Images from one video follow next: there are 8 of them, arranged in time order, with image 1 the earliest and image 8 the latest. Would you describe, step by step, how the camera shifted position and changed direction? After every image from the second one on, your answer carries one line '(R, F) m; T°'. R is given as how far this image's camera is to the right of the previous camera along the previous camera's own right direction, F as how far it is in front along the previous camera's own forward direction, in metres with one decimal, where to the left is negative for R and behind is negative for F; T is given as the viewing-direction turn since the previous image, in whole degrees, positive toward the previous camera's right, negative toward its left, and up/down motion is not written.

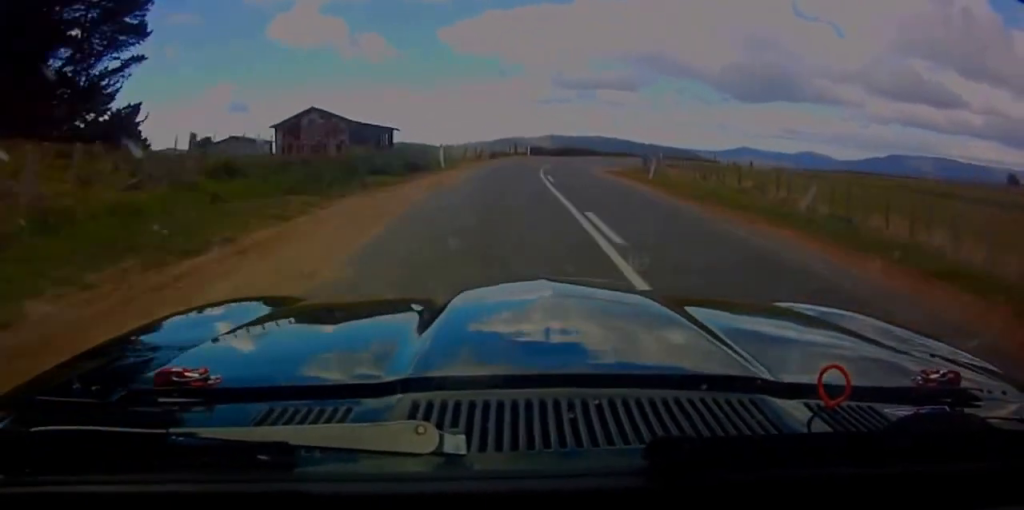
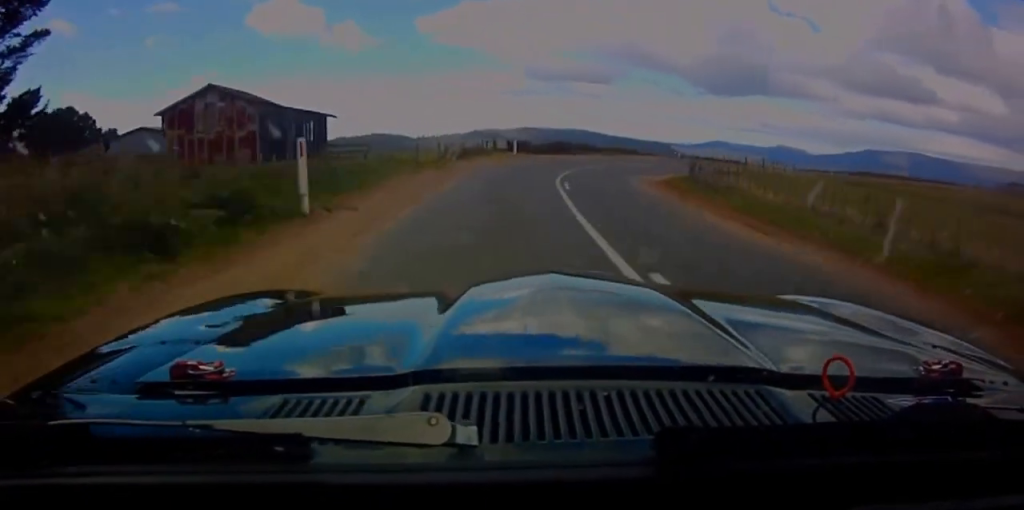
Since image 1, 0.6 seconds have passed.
(+0.6, +15.1) m; -5°
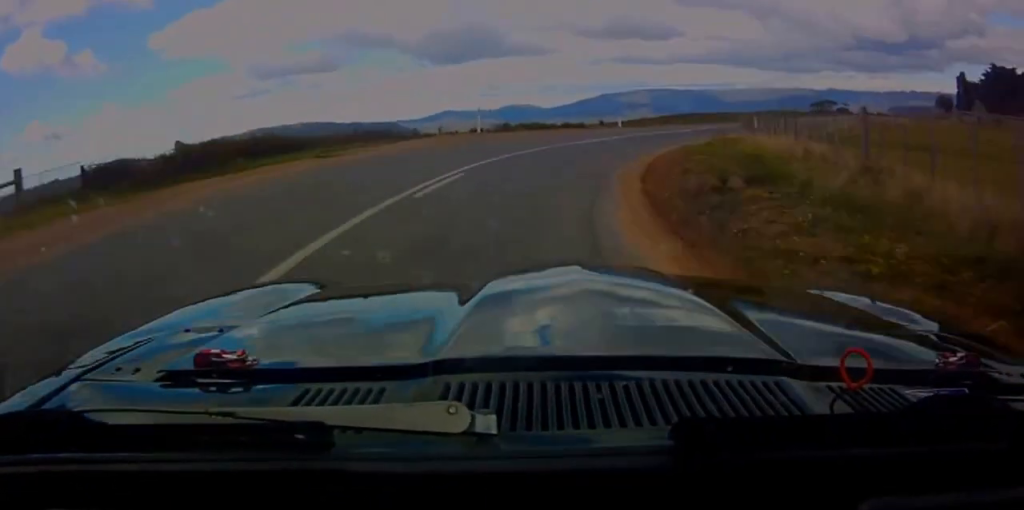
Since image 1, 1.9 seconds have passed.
(-3.0, +31.9) m; +2°
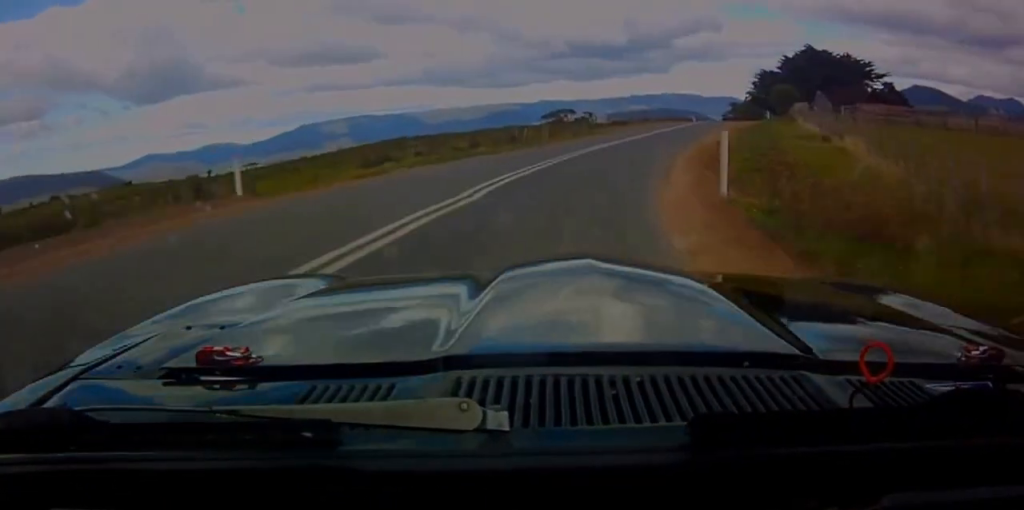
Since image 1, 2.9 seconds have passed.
(+3.1, +25.0) m; +17°
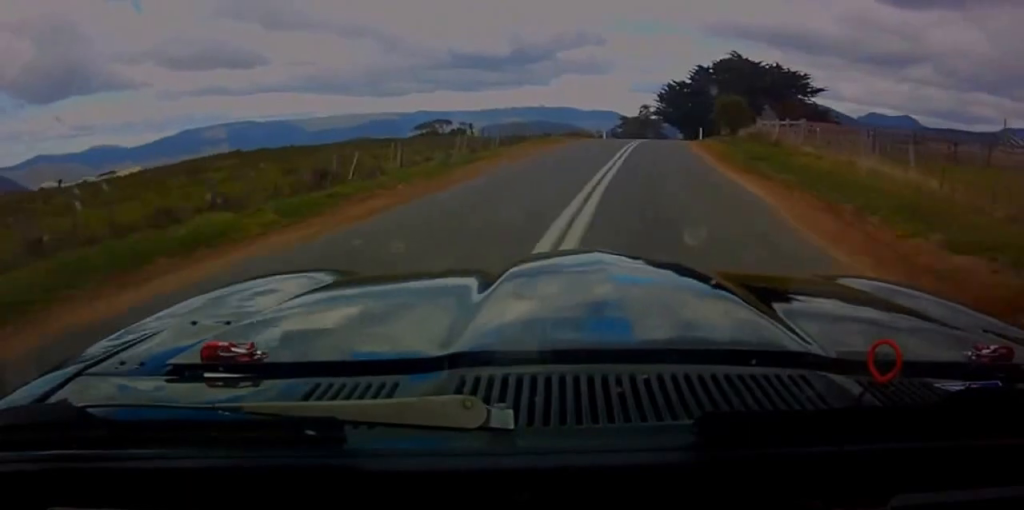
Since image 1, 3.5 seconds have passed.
(+1.5, +15.5) m; +12°
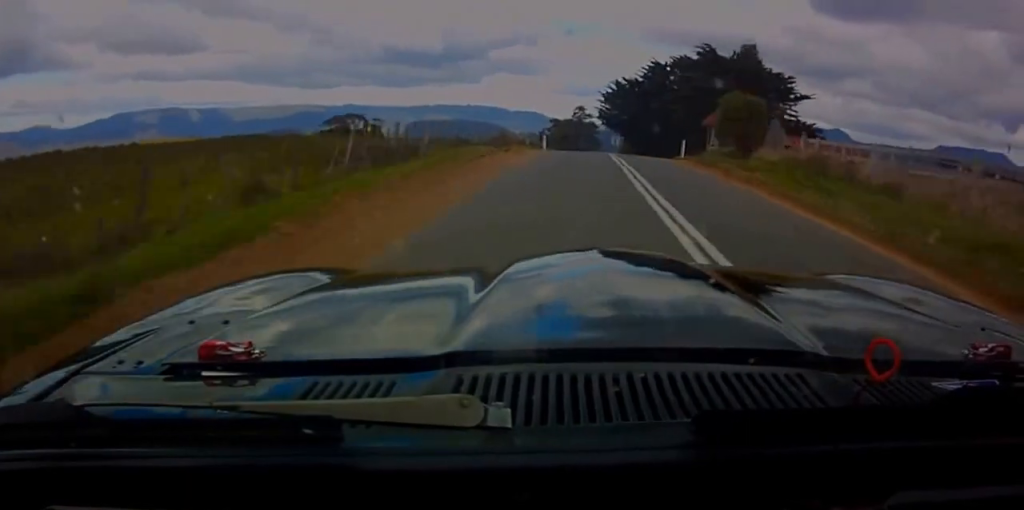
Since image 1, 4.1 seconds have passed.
(+2.2, +16.0) m; +11°
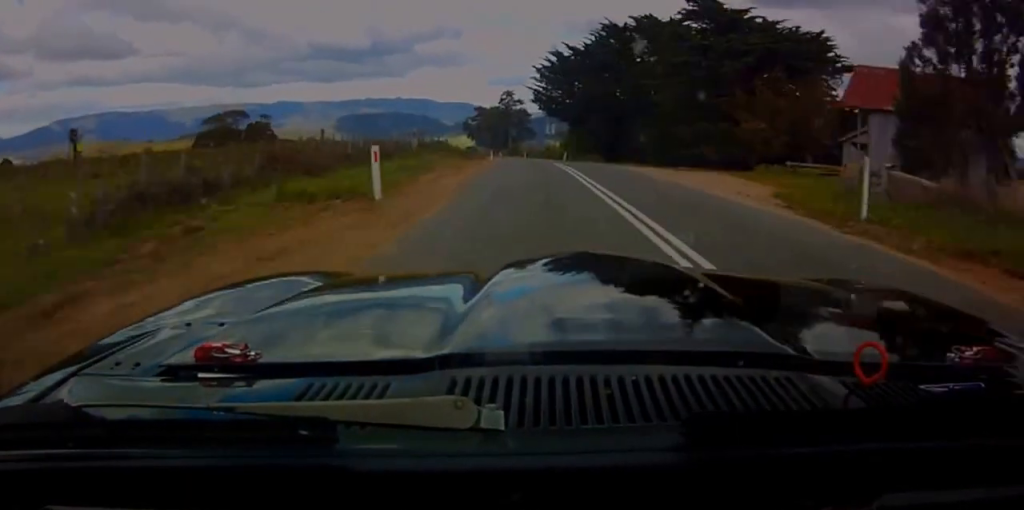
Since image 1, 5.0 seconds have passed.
(+4.2, +27.5) m; +12°
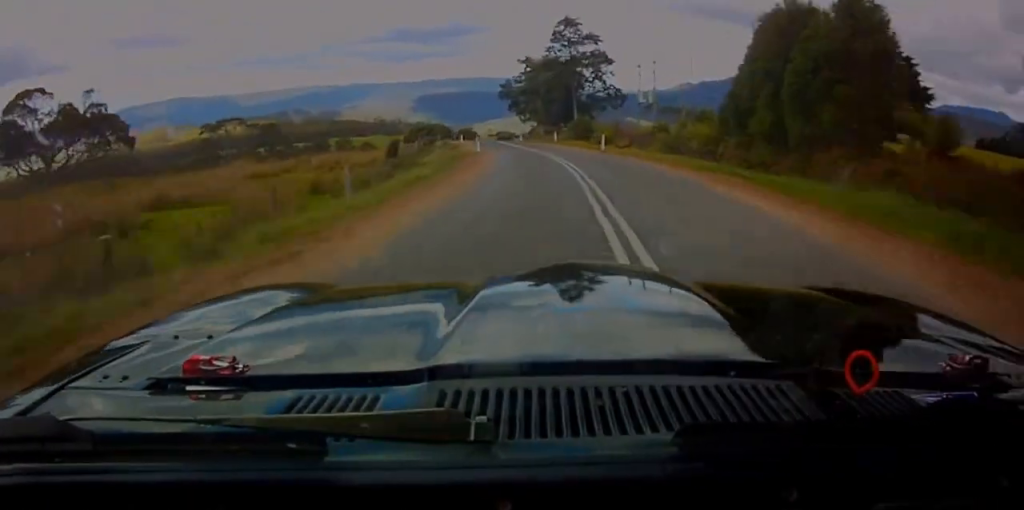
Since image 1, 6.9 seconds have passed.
(+2.4, +67.9) m; +1°
